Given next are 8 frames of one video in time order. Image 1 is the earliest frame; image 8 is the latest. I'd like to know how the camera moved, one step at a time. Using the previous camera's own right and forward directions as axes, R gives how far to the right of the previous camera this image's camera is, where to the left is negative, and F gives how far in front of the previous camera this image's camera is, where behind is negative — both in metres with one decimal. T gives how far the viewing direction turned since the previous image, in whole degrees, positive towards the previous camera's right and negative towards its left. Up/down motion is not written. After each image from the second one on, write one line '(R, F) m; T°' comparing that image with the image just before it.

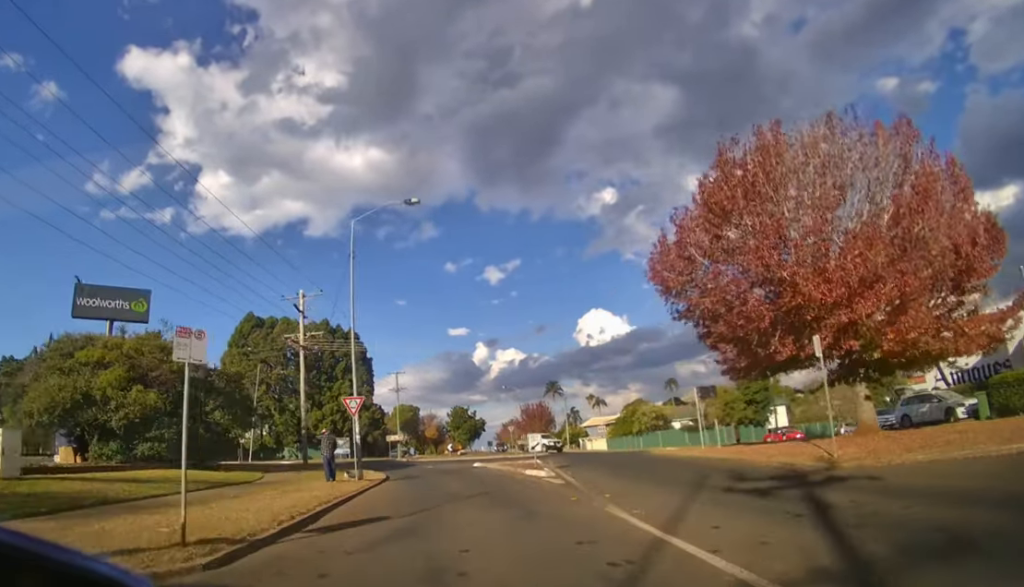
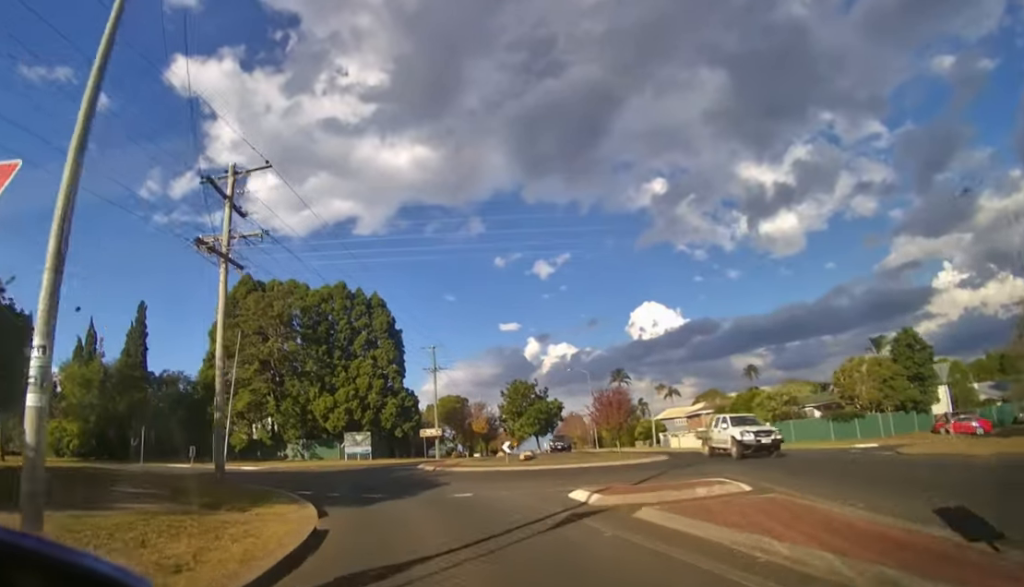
(-0.4, +14.5) m; -6°
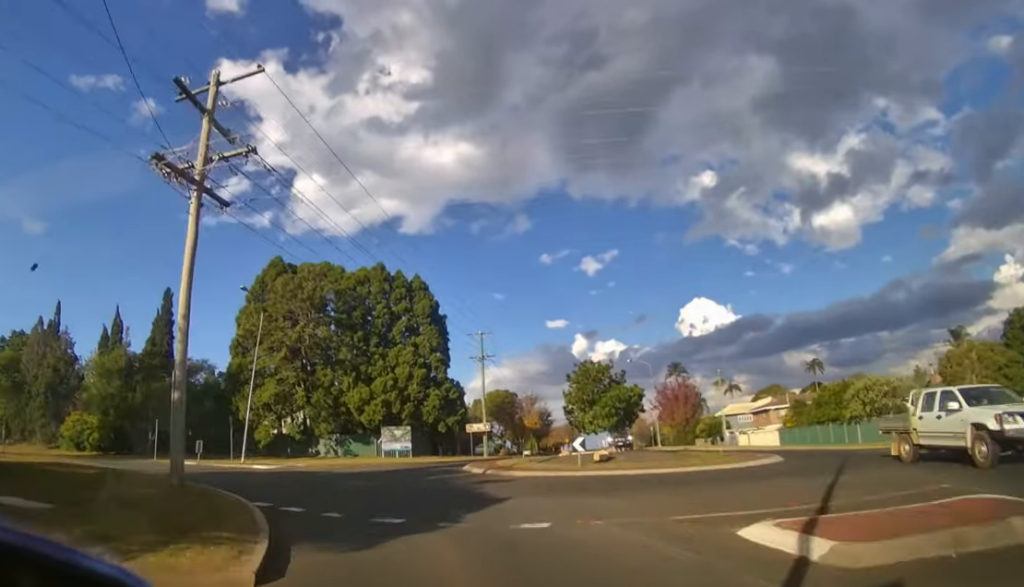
(-0.1, +5.0) m; -5°
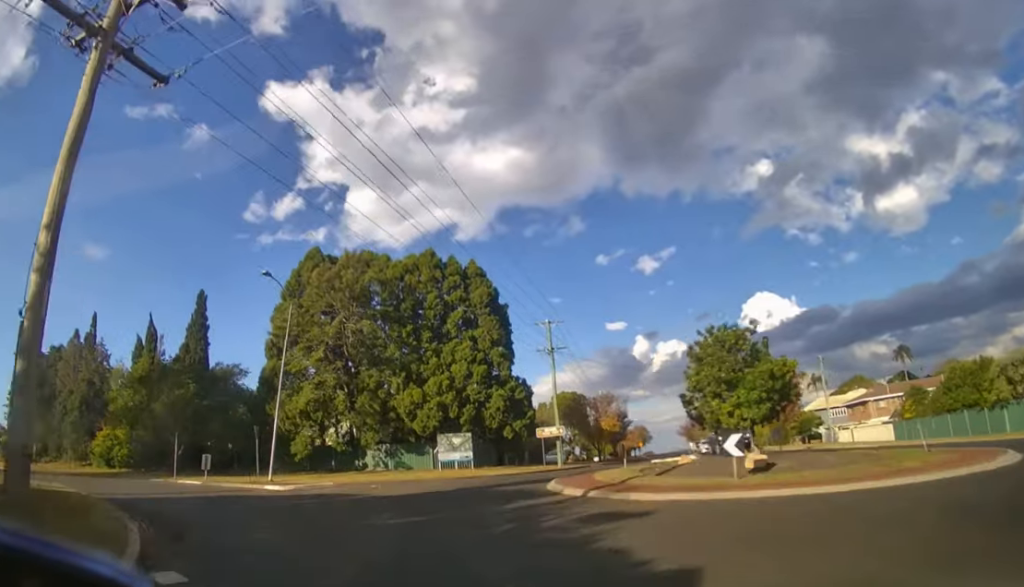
(-0.4, +5.7) m; -6°
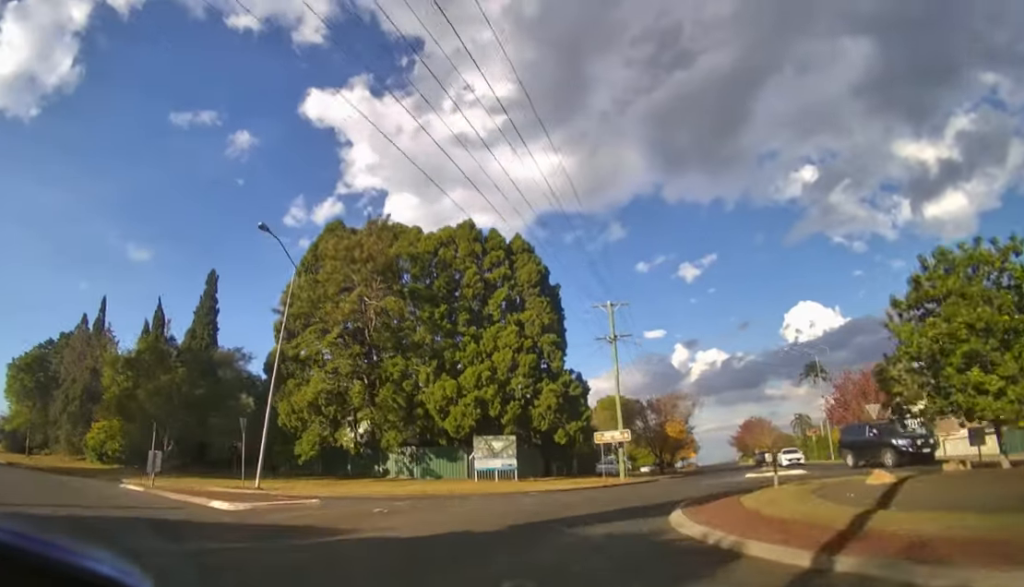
(-0.2, +5.5) m; -1°
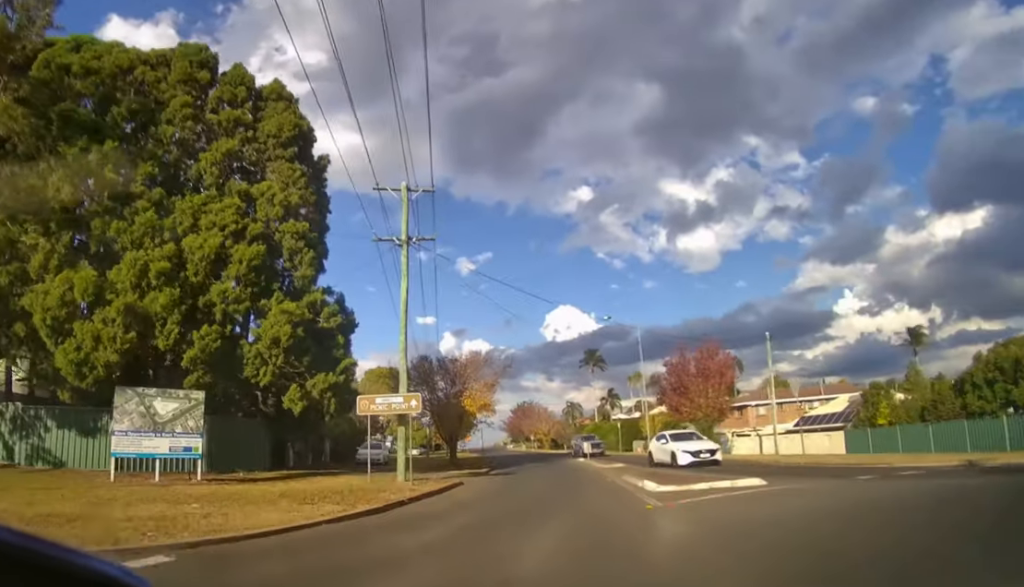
(+1.1, +13.3) m; +15°
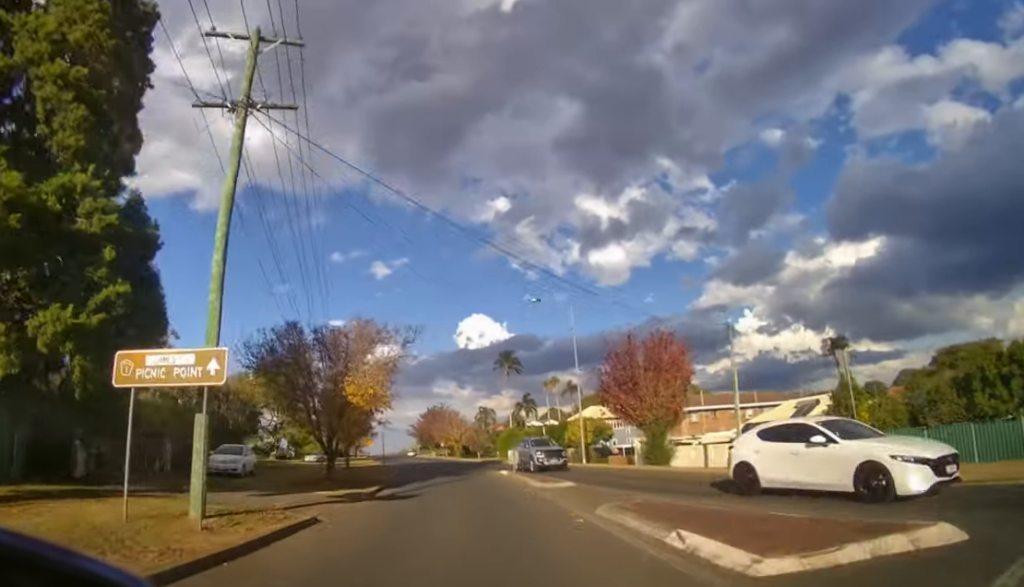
(+0.6, +7.2) m; +11°
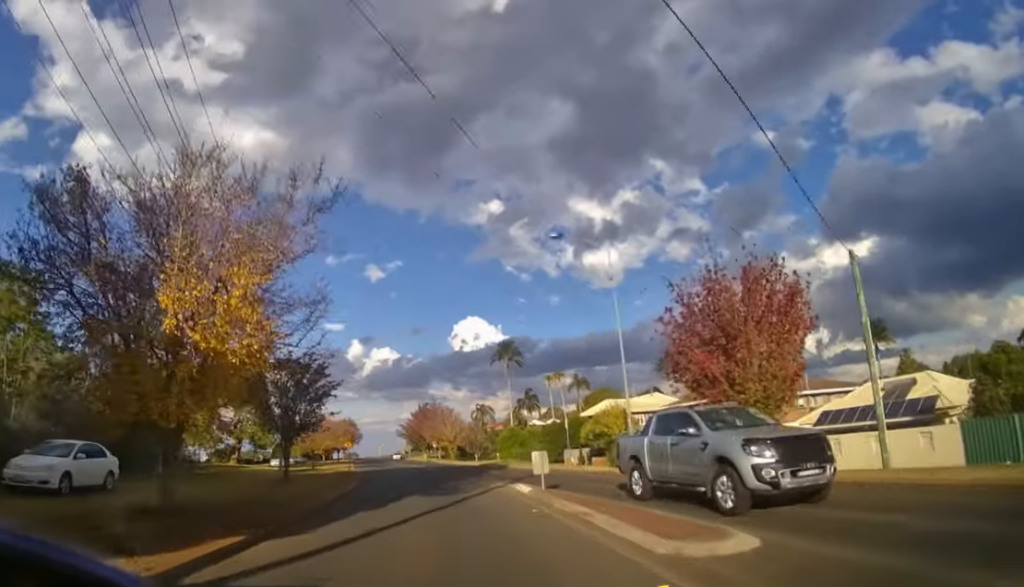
(+0.9, +10.3) m; +4°
